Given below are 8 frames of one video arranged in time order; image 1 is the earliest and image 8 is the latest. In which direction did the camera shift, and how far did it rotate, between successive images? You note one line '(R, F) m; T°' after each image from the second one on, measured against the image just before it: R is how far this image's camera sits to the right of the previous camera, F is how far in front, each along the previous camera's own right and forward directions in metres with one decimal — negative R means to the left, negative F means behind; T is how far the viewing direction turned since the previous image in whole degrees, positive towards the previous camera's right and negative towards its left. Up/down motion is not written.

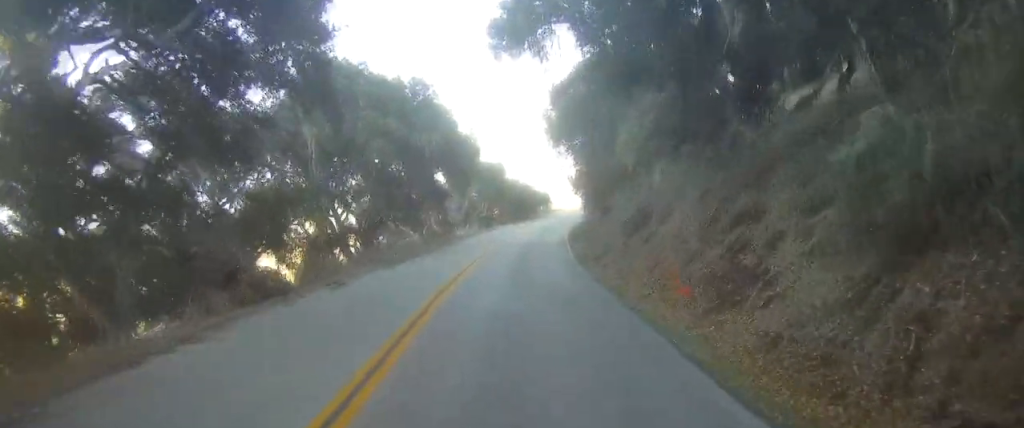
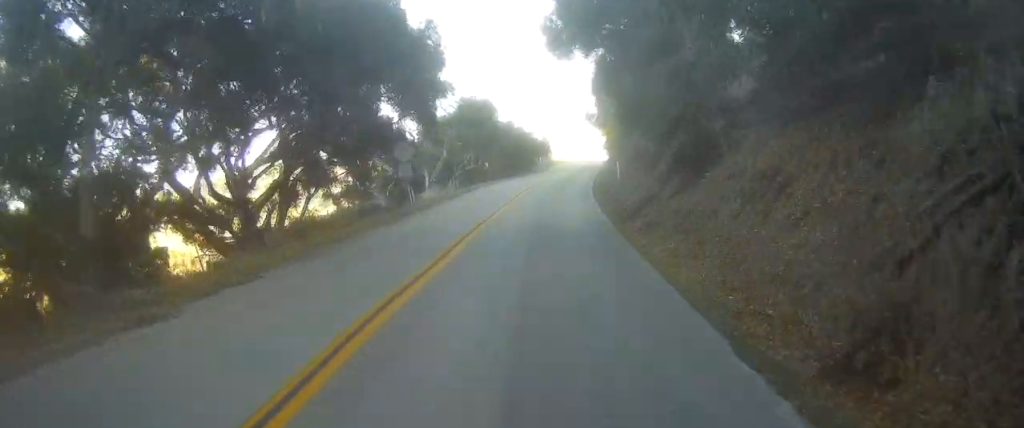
(-0.3, +19.8) m; -1°
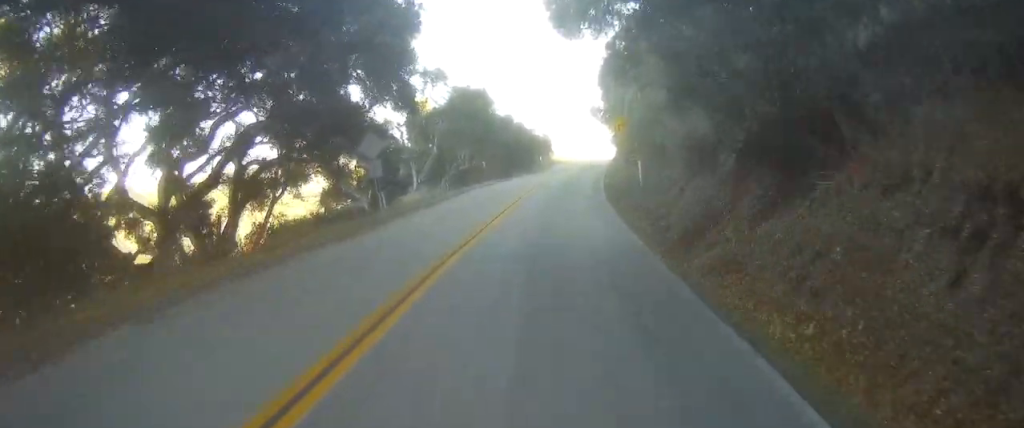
(+0.1, +6.6) m; 0°
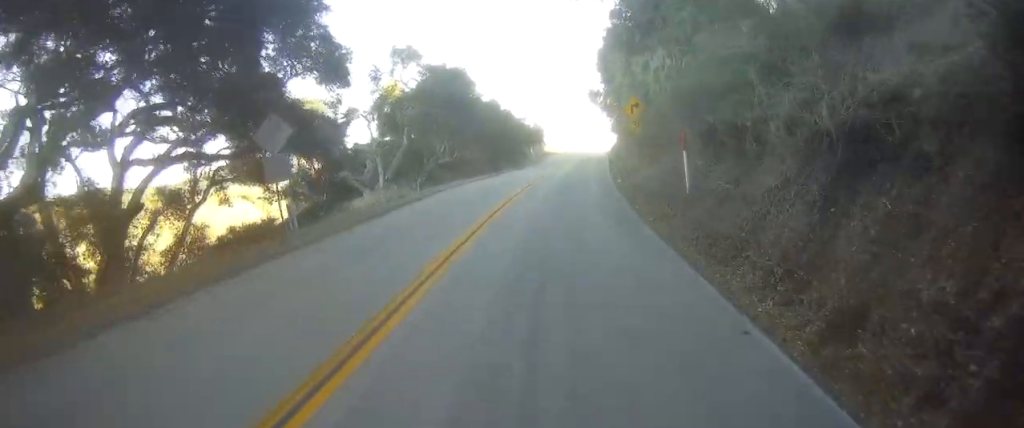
(+0.1, +9.3) m; +1°
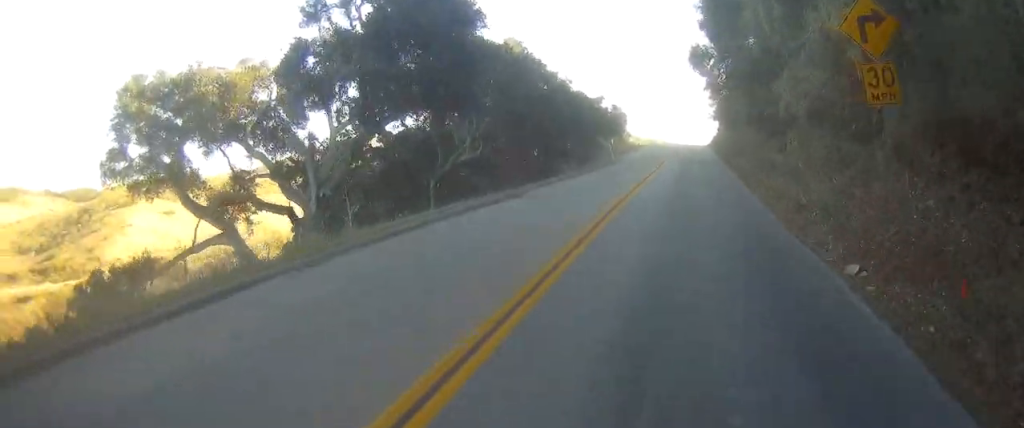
(+1.3, +23.9) m; +7°
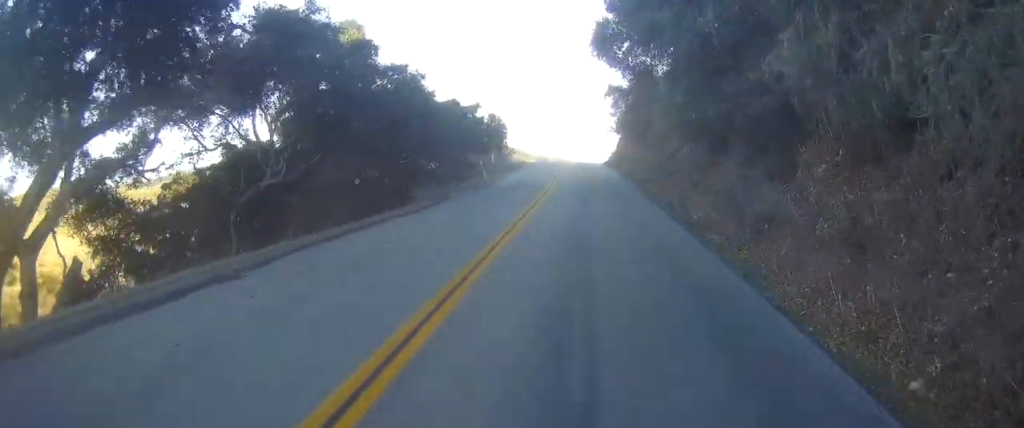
(+0.3, +11.6) m; 0°
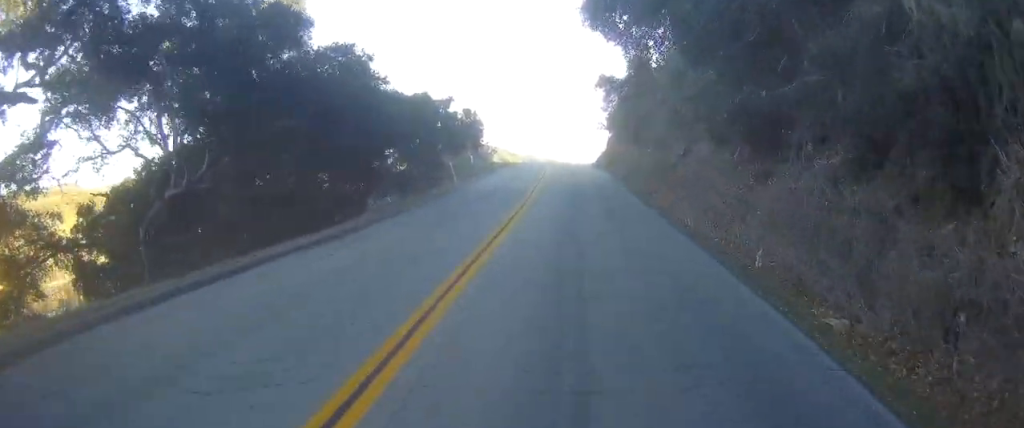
(+0.1, +6.0) m; 0°
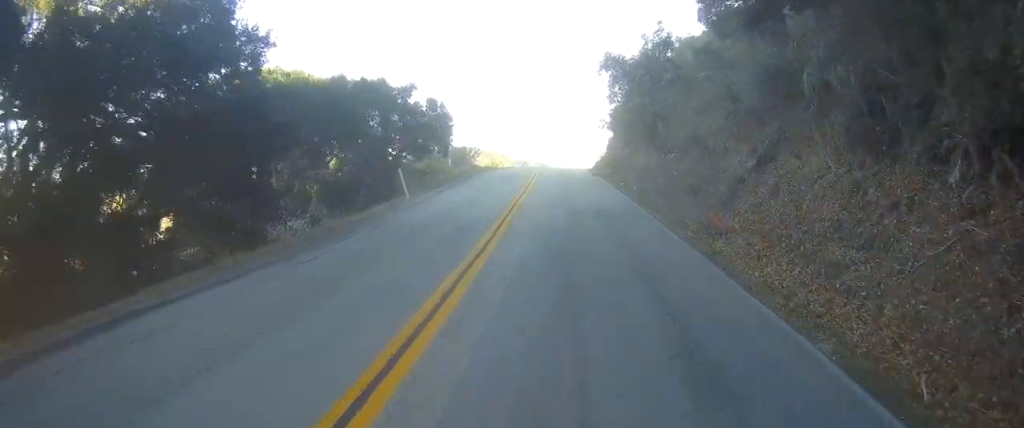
(-0.3, +9.2) m; +2°
